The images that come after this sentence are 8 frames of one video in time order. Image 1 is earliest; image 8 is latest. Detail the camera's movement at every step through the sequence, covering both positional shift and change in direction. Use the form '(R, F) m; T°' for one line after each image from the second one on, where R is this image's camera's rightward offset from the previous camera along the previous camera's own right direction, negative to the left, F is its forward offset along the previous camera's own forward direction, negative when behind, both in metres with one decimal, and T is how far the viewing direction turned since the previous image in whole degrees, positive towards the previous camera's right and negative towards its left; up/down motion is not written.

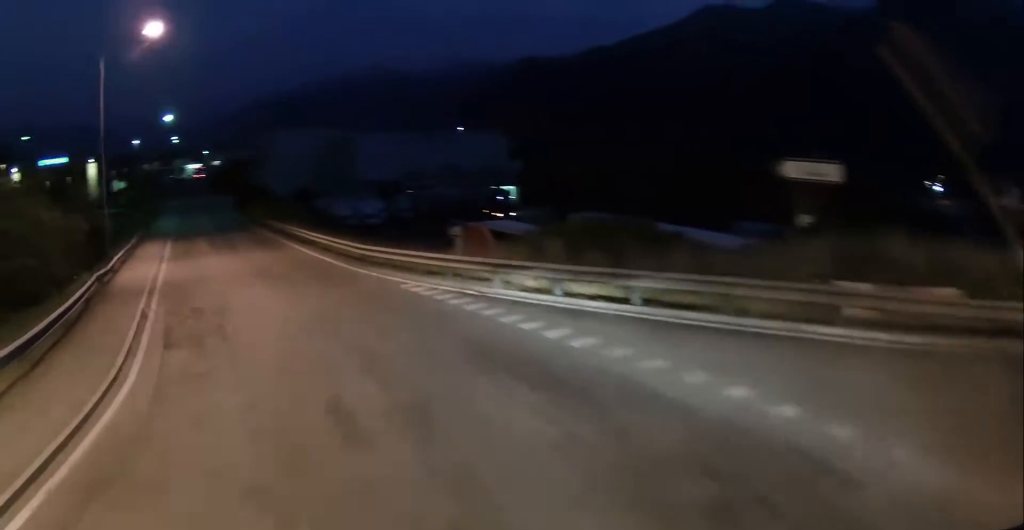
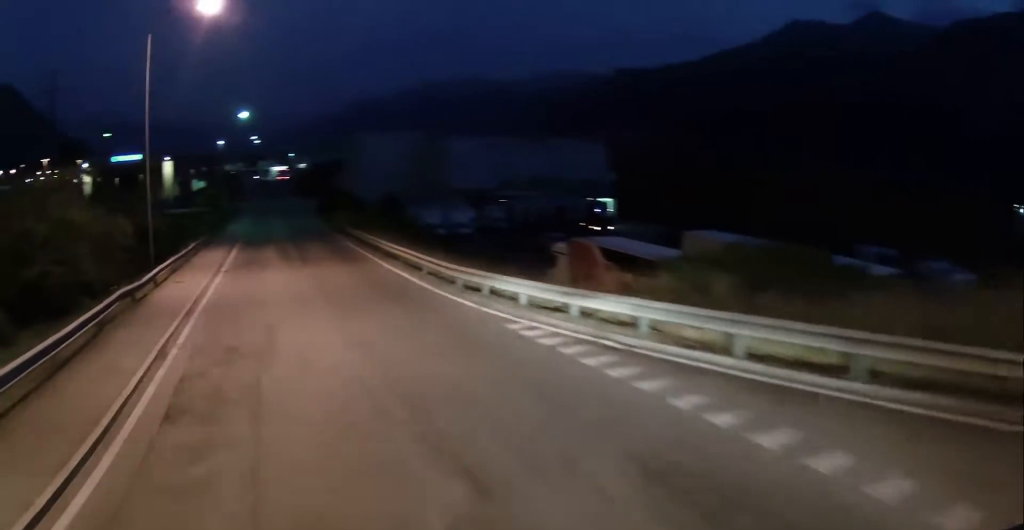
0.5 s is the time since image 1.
(-0.2, +4.2) m; -5°
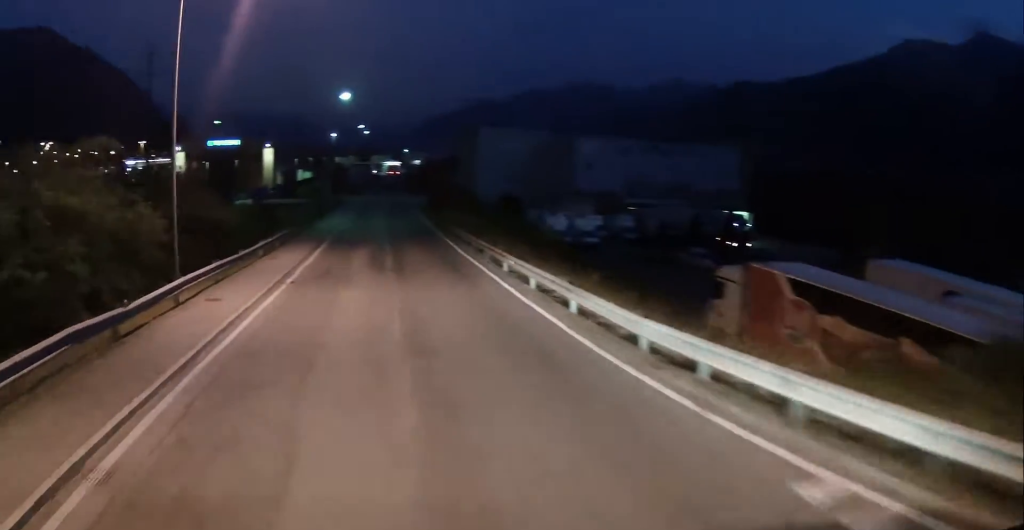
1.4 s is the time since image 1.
(-0.4, +6.9) m; -8°
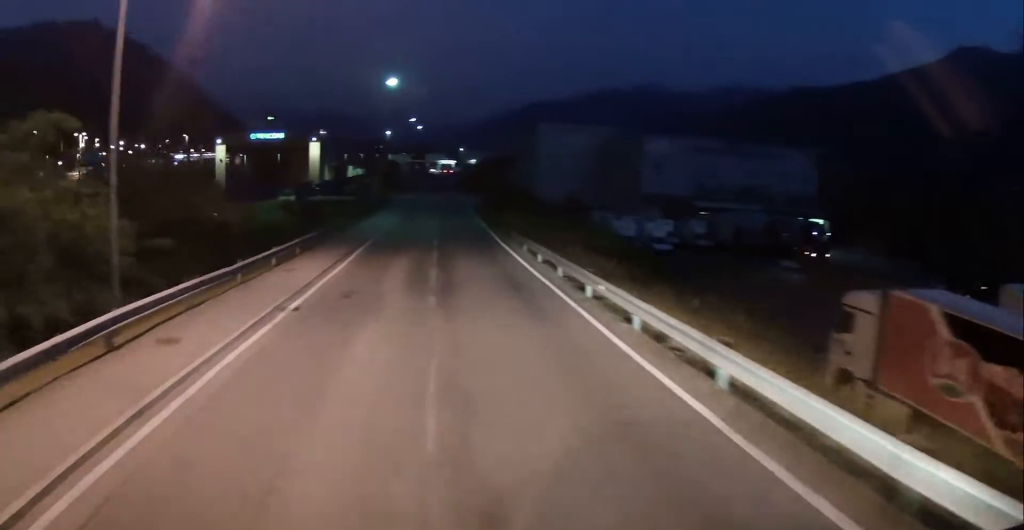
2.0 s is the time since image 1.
(-0.1, +5.3) m; -6°
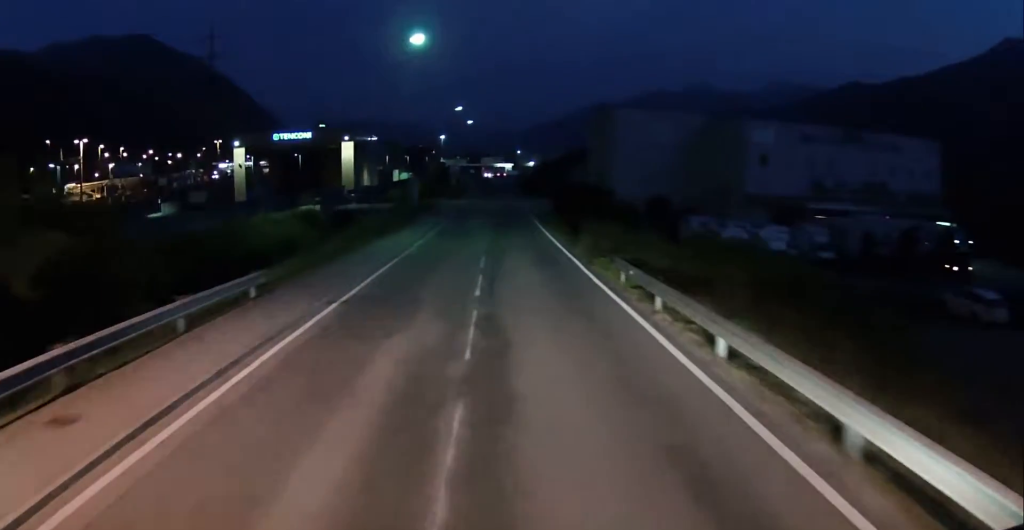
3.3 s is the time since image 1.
(-1.5, +14.0) m; -8°
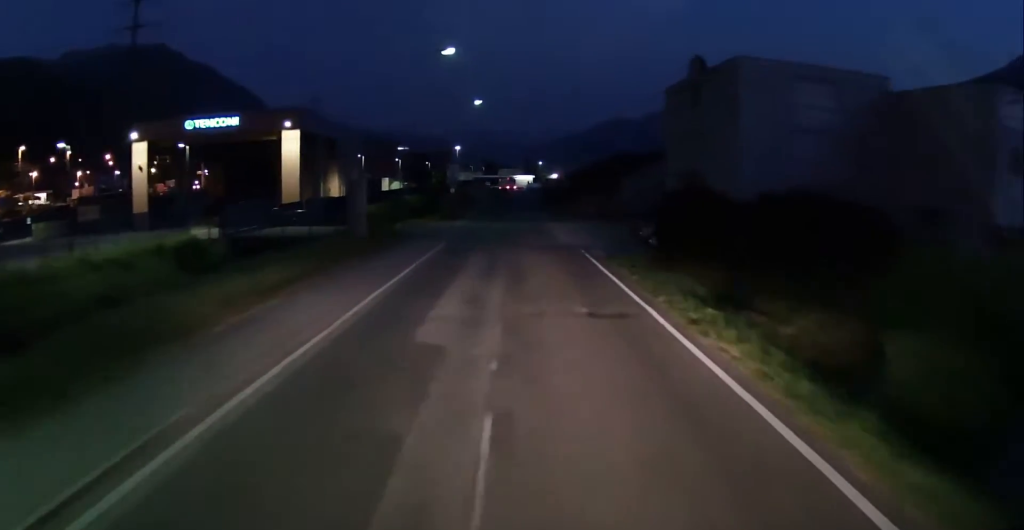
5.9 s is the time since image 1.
(-0.7, +30.8) m; -1°
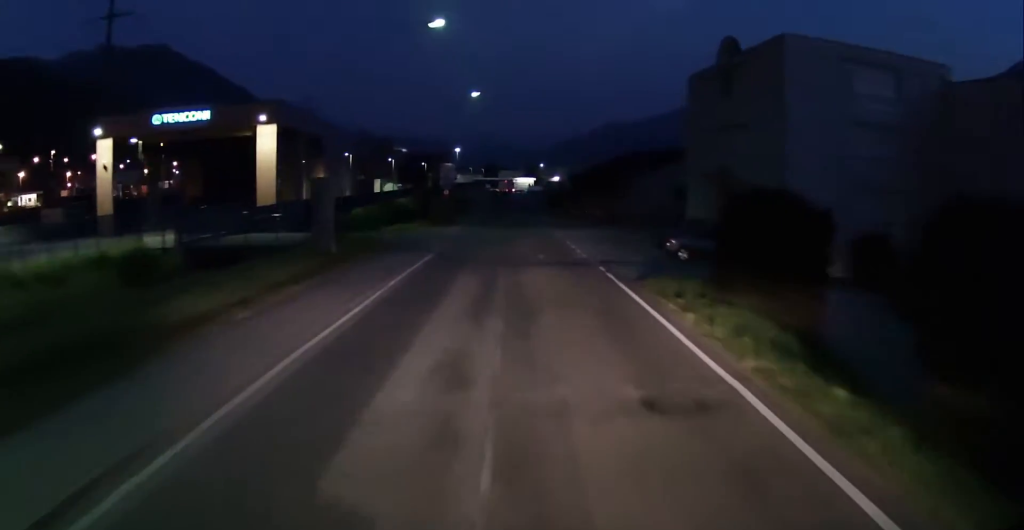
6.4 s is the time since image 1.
(+0.3, +6.2) m; +1°
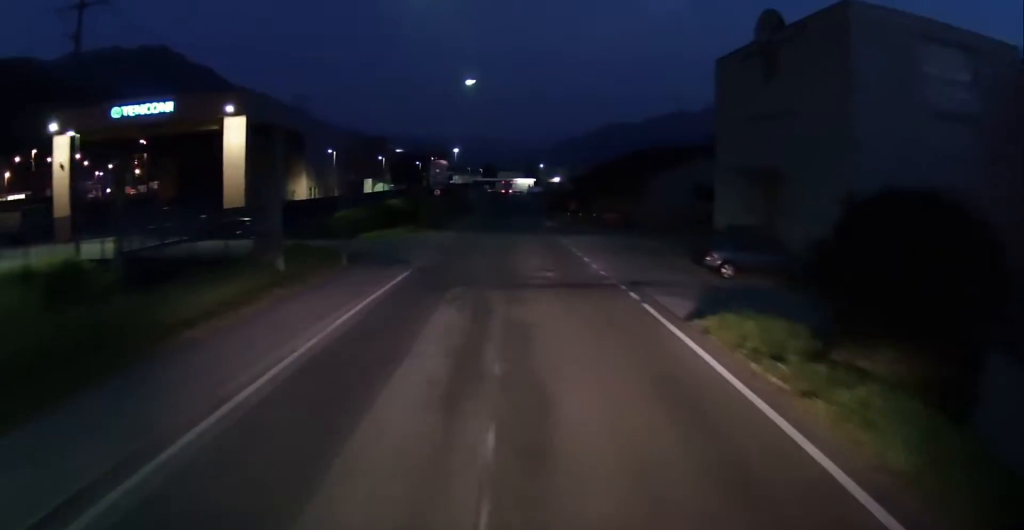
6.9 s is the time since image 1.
(+0.1, +6.2) m; +1°
